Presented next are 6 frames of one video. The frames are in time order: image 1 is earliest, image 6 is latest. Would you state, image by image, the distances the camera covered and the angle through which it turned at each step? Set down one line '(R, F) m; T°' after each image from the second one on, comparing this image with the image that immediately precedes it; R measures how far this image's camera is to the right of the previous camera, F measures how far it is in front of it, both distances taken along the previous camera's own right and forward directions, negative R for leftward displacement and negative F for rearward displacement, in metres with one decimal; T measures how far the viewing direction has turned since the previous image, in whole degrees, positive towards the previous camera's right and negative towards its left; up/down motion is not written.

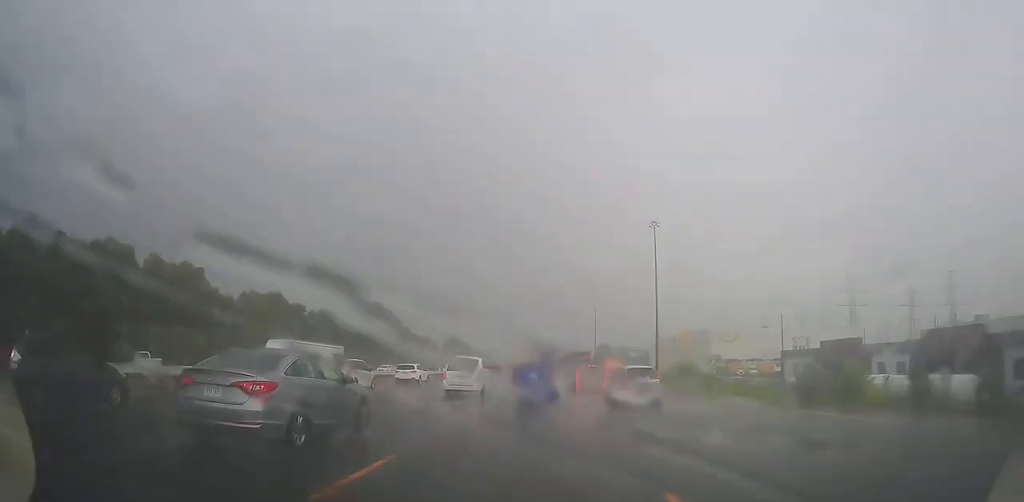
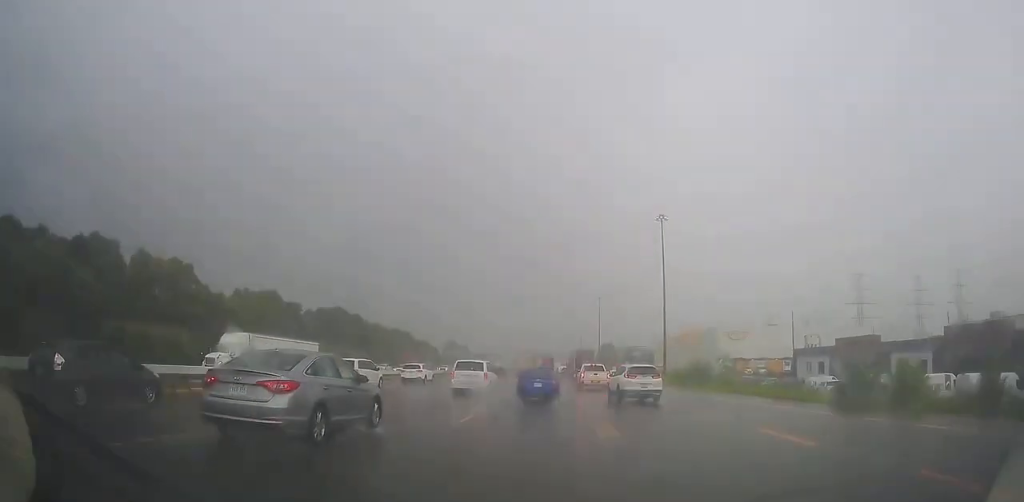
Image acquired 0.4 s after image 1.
(0.0, +4.2) m; 0°
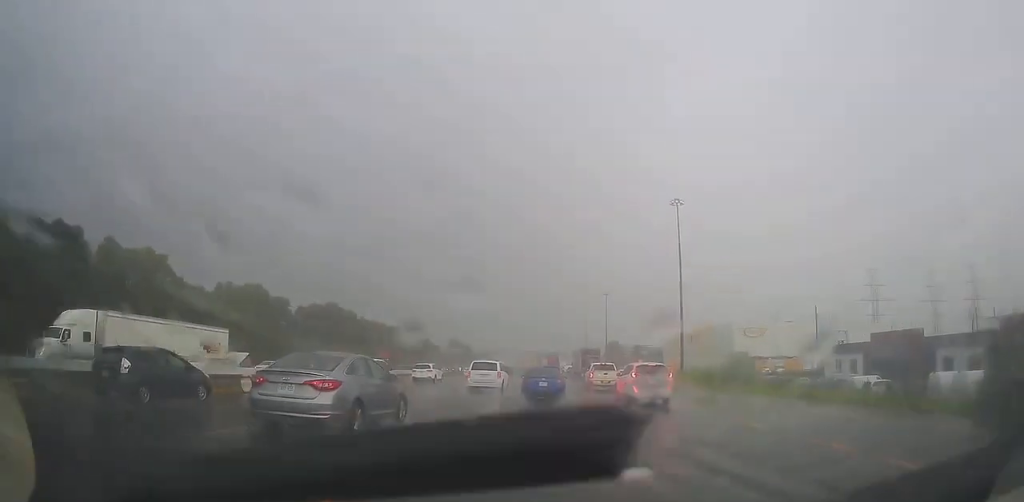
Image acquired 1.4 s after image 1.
(0.0, +9.5) m; 0°
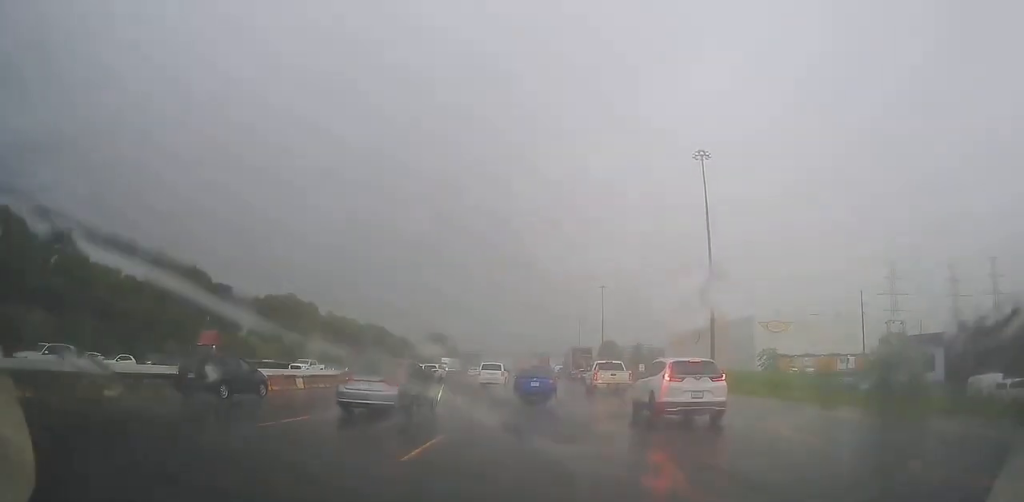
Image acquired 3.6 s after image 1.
(+0.2, +21.4) m; +1°
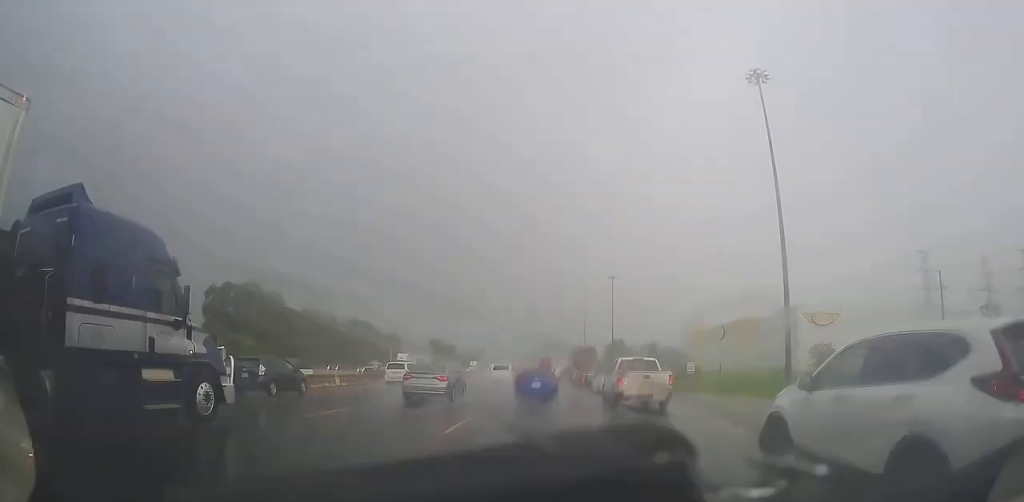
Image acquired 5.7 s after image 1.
(0.0, +21.6) m; 0°
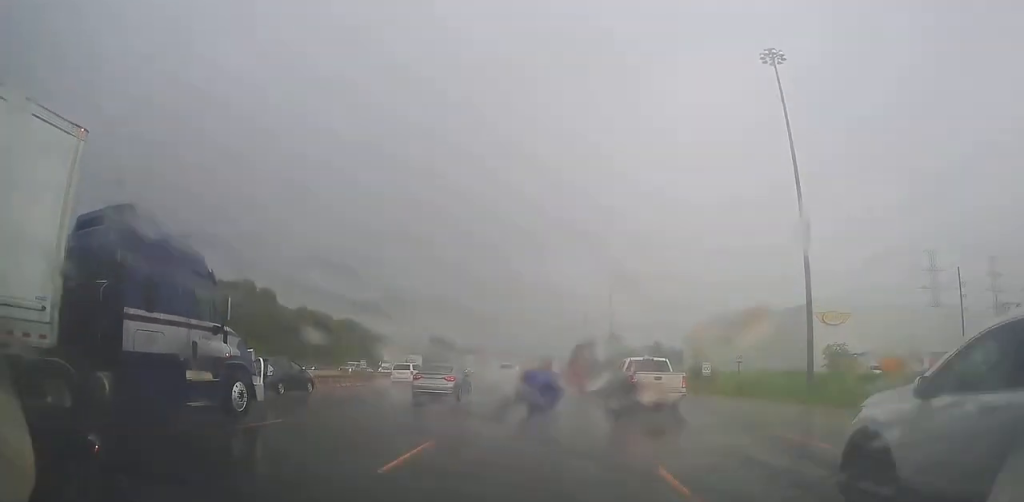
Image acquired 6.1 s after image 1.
(0.0, +4.1) m; 0°
